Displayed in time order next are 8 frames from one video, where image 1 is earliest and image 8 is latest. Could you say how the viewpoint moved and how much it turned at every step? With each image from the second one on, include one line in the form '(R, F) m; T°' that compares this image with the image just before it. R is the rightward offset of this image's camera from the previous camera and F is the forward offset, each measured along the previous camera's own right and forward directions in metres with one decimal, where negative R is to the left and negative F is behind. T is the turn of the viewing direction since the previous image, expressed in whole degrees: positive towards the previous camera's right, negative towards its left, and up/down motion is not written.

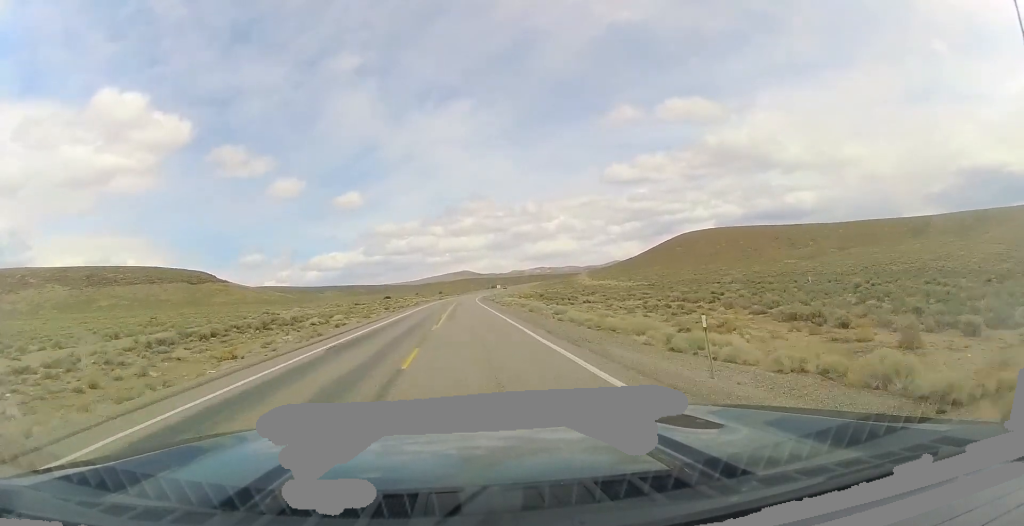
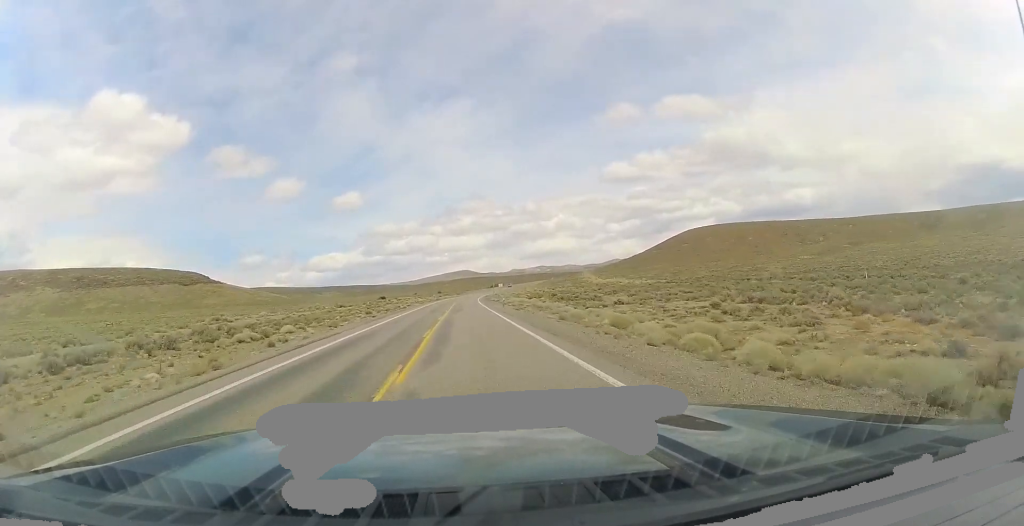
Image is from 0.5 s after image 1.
(+0.1, +16.0) m; 0°
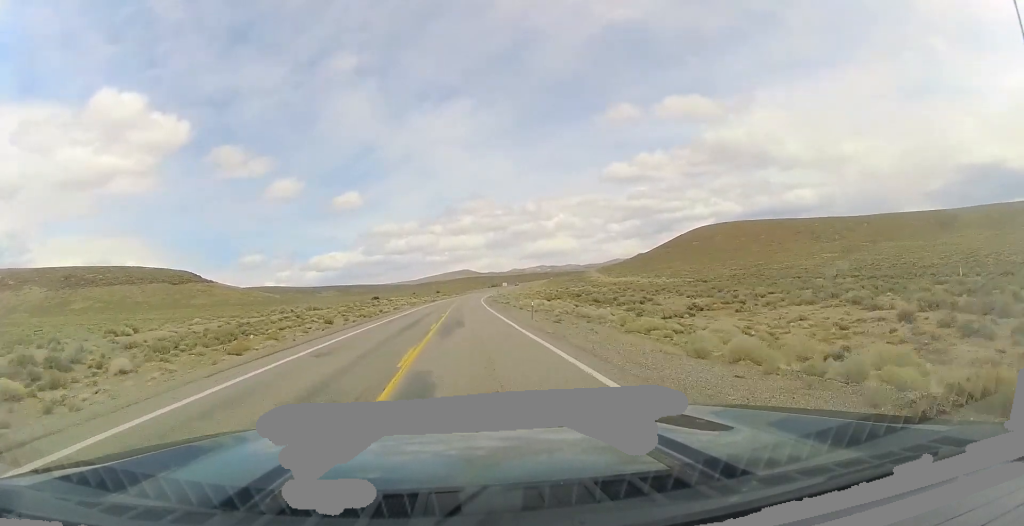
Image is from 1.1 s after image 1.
(+0.3, +20.6) m; 0°
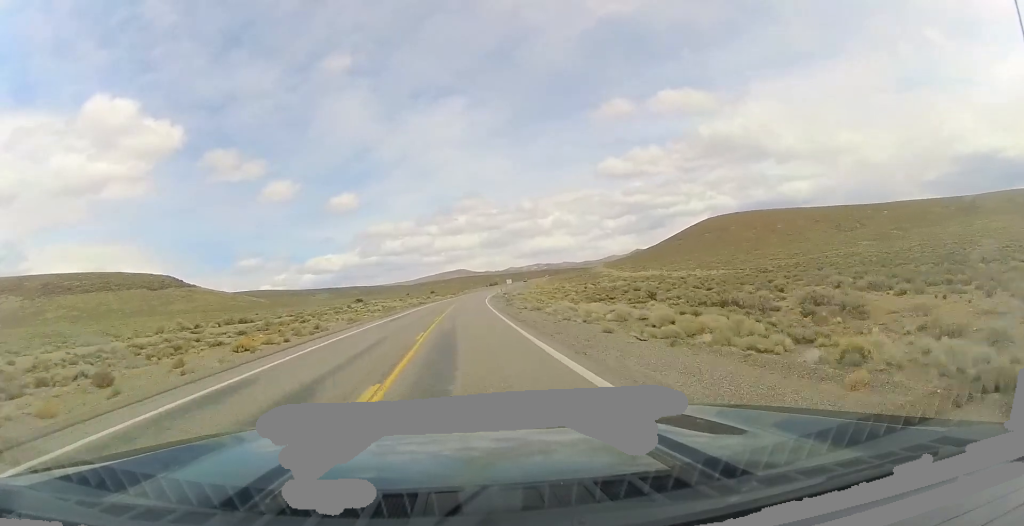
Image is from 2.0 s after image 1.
(-0.3, +31.9) m; -1°
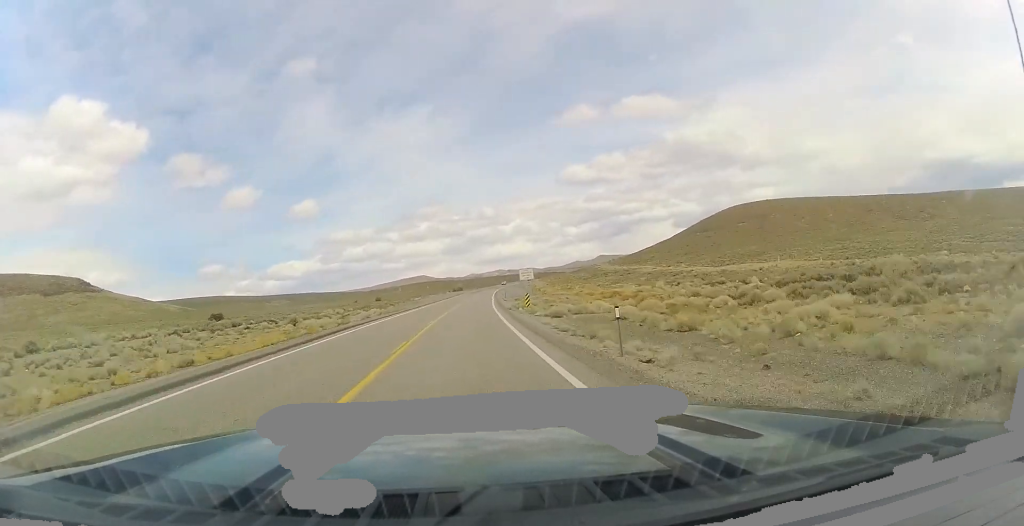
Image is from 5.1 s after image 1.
(+1.5, +104.2) m; +3°
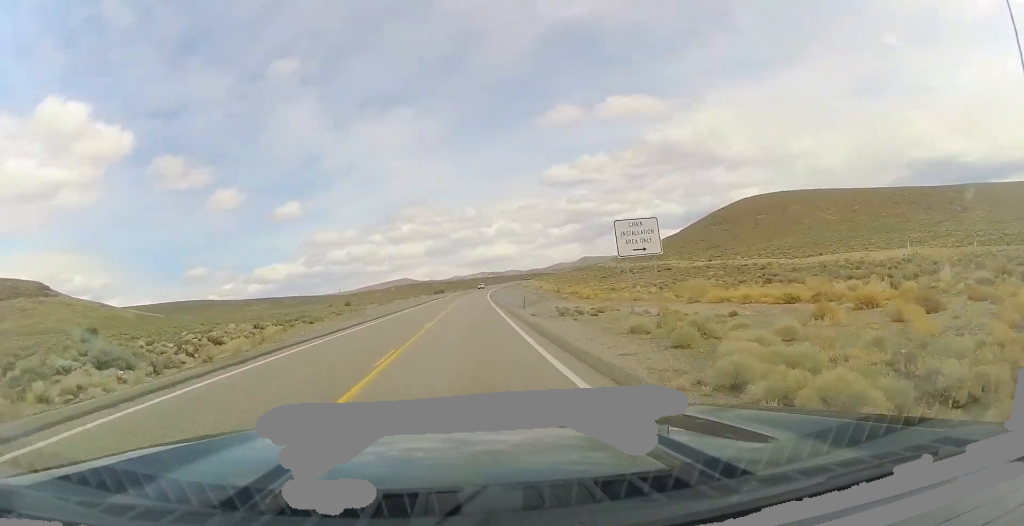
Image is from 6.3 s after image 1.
(+1.4, +40.0) m; +3°
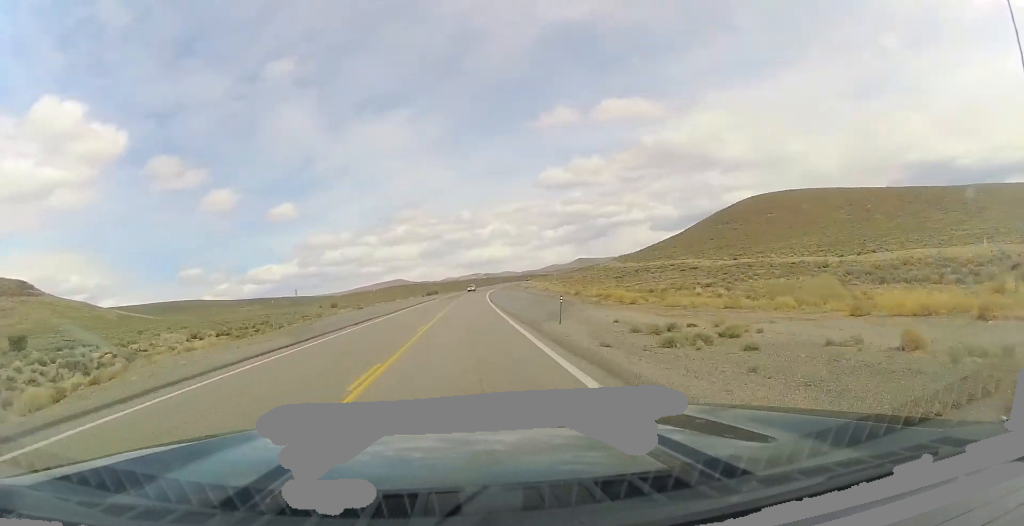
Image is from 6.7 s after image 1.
(+0.1, +15.4) m; +1°
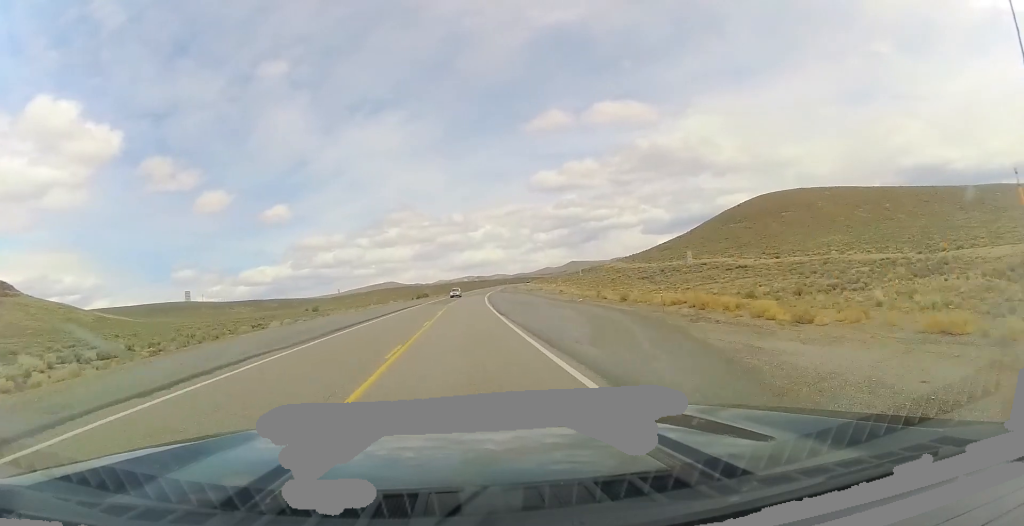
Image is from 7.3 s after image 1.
(0.0, +19.8) m; +1°
